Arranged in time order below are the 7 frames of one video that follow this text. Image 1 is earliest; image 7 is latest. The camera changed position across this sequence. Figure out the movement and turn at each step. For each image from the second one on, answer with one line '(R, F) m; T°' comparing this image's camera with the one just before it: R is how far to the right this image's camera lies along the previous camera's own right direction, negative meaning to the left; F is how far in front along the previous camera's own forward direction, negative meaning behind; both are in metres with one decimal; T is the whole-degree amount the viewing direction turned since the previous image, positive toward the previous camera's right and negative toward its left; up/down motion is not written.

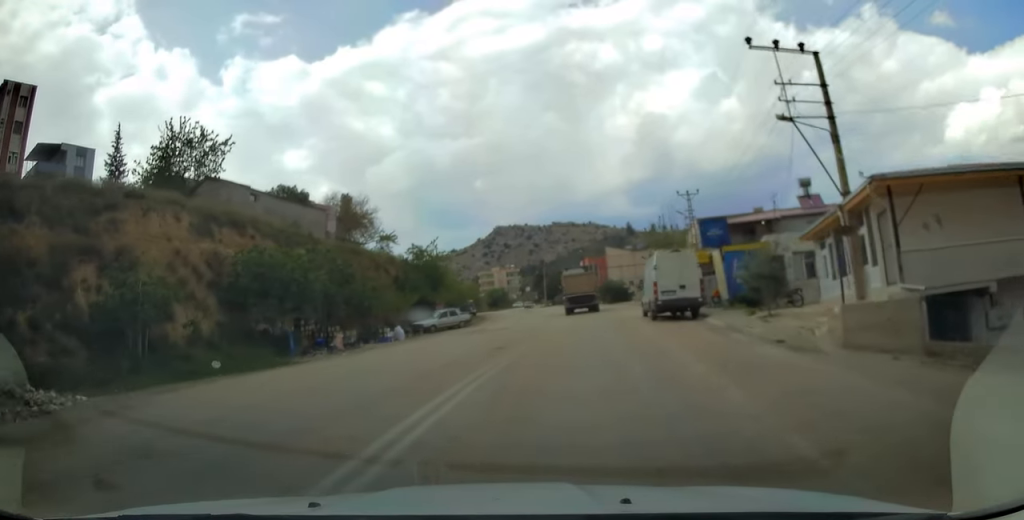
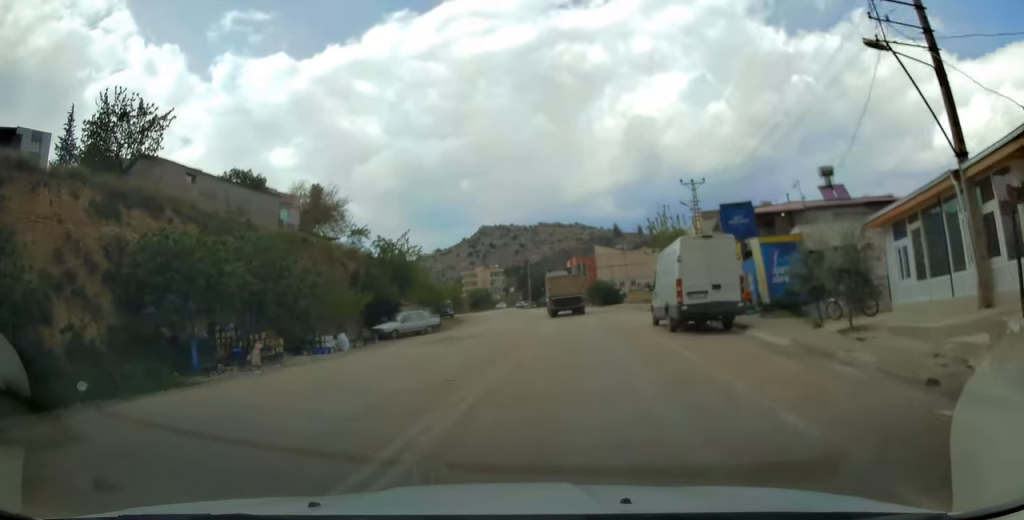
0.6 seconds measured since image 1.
(+0.1, +6.7) m; +2°
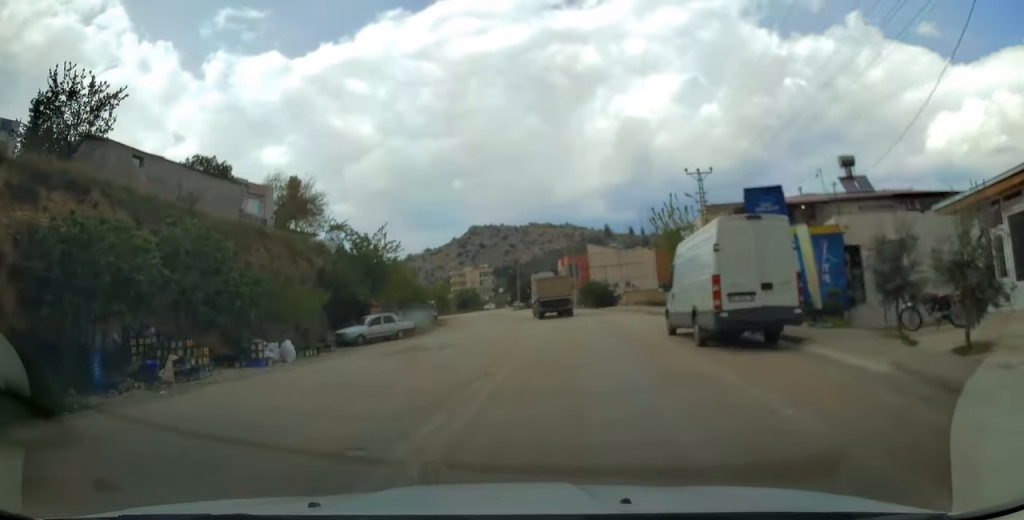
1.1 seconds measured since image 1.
(+0.1, +4.8) m; +1°
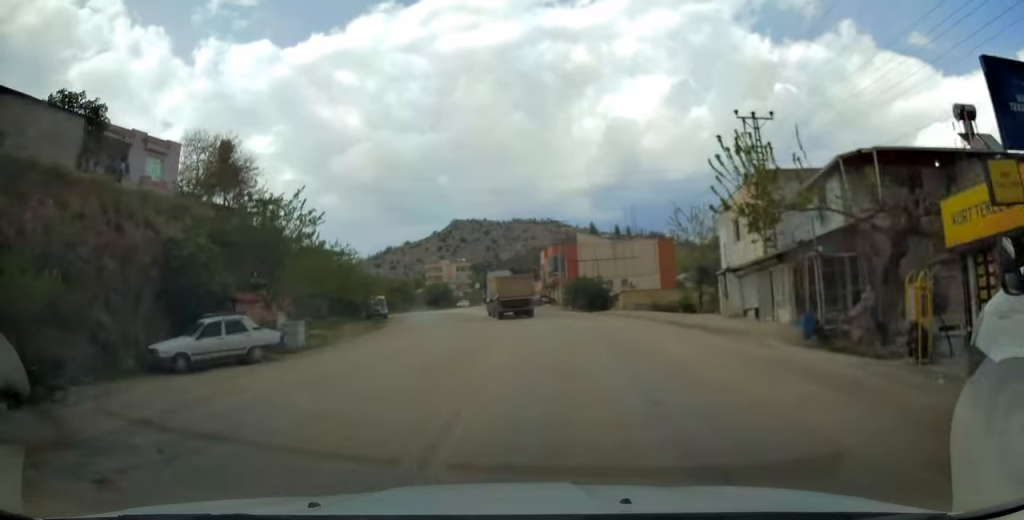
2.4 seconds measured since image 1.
(+0.2, +14.6) m; +1°
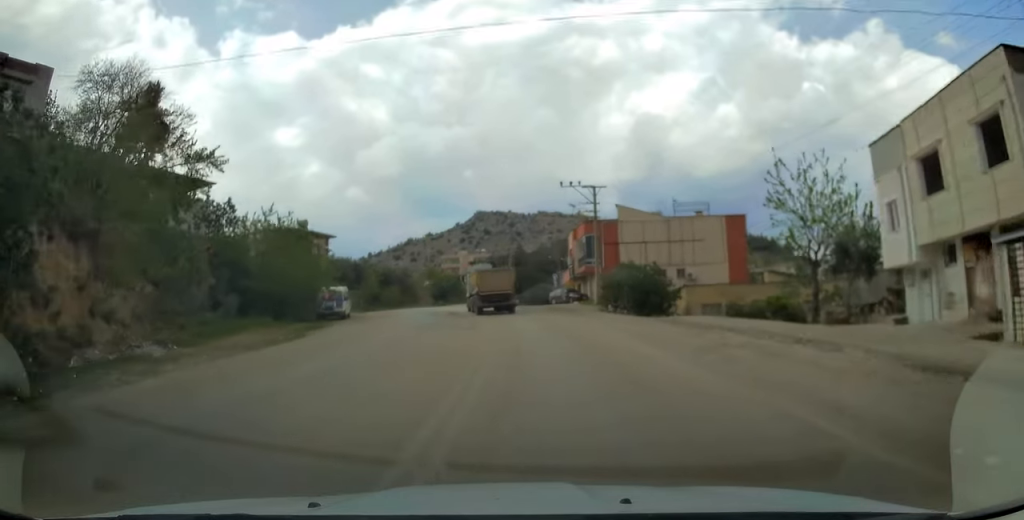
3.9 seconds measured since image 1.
(-0.1, +17.9) m; -3°
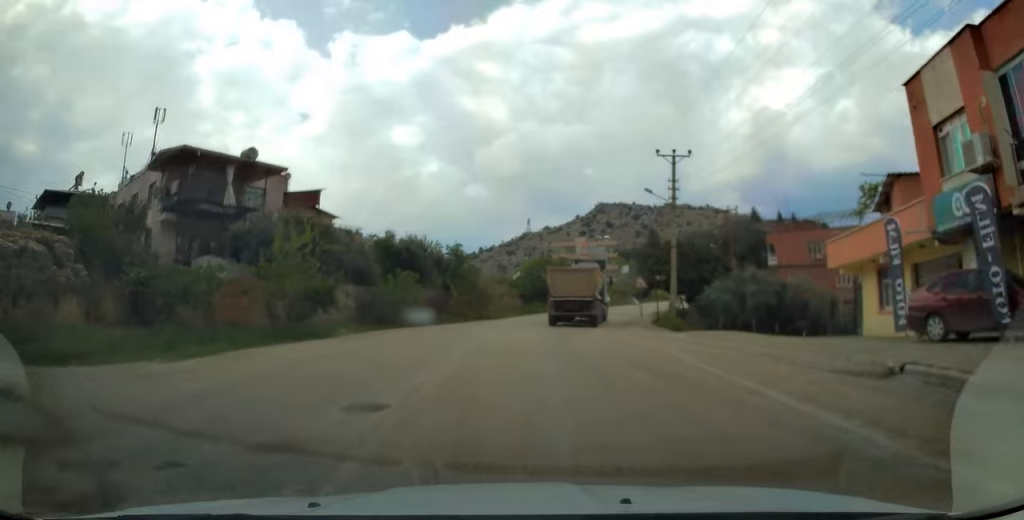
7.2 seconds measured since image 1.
(-4.5, +43.4) m; -10°
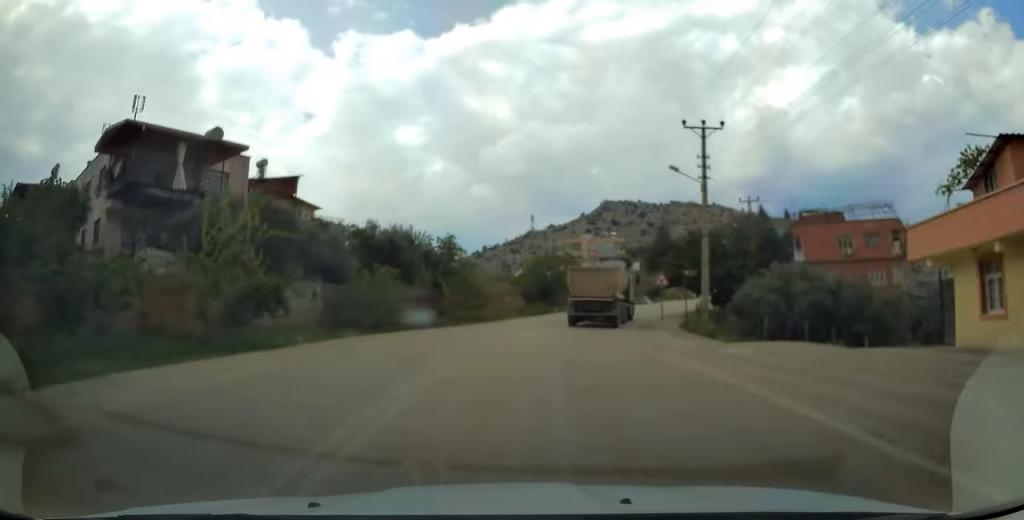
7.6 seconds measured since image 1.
(-0.1, +5.8) m; -1°
